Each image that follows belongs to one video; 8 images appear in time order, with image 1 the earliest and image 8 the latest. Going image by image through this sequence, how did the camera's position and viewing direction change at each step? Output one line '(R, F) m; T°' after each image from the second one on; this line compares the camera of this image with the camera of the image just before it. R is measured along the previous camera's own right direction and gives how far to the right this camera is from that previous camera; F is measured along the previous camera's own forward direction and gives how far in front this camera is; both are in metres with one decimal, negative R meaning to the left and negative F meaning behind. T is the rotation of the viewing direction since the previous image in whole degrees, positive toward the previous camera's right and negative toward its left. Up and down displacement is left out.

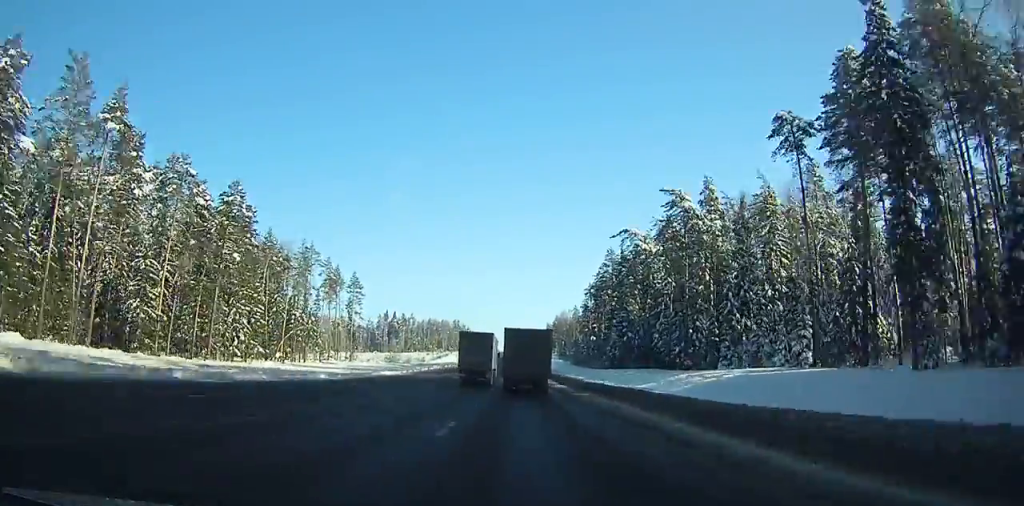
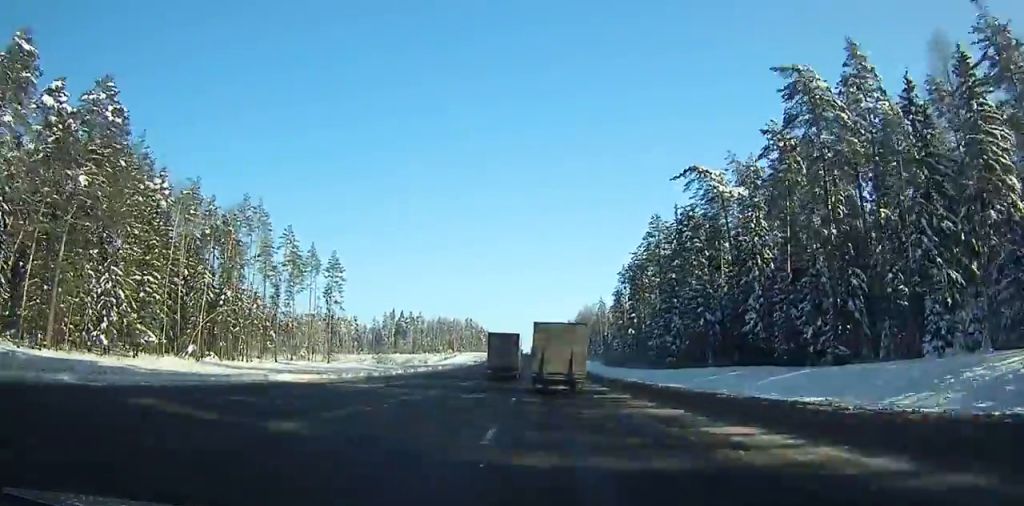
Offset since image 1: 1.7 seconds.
(-0.2, +37.2) m; 0°
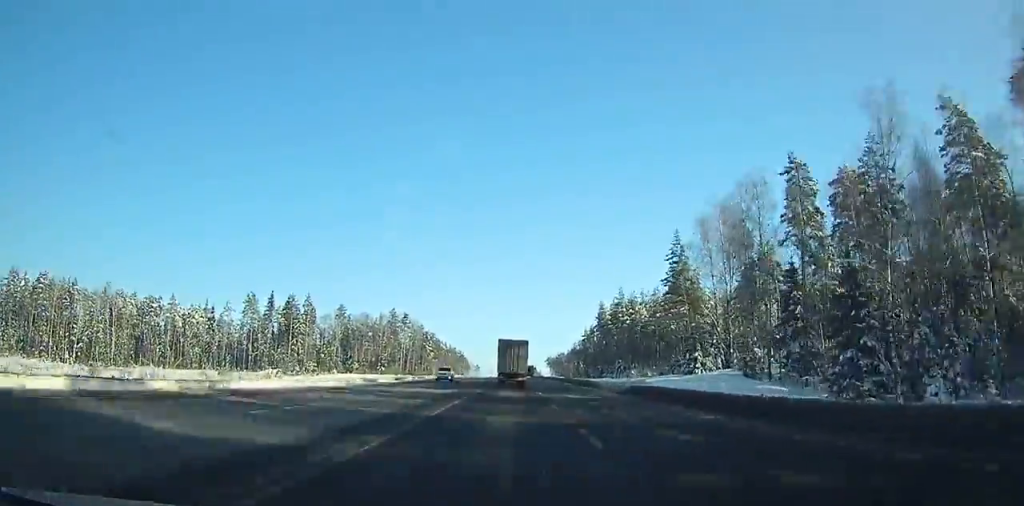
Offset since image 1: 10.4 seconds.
(+2.9, +203.9) m; +1°
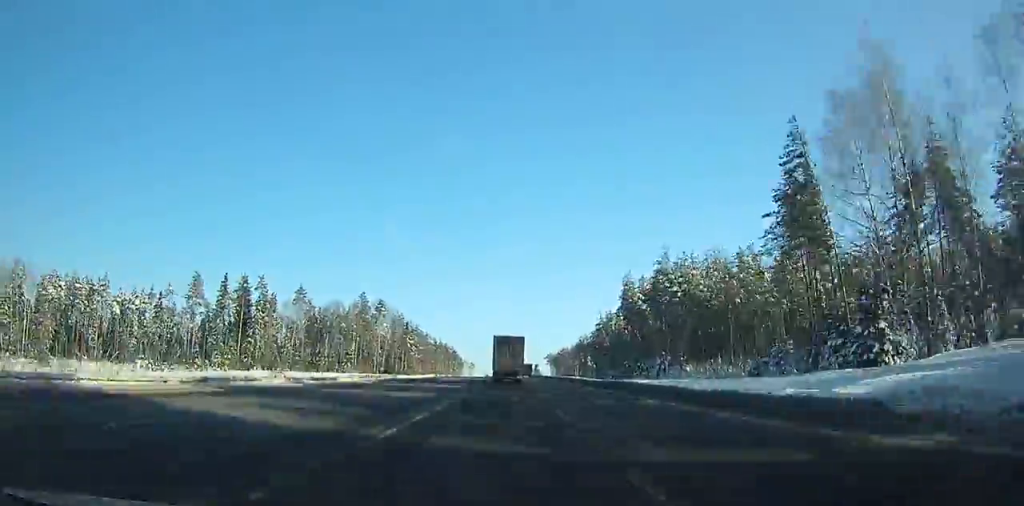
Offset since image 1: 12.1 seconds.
(-0.1, +39.5) m; 0°
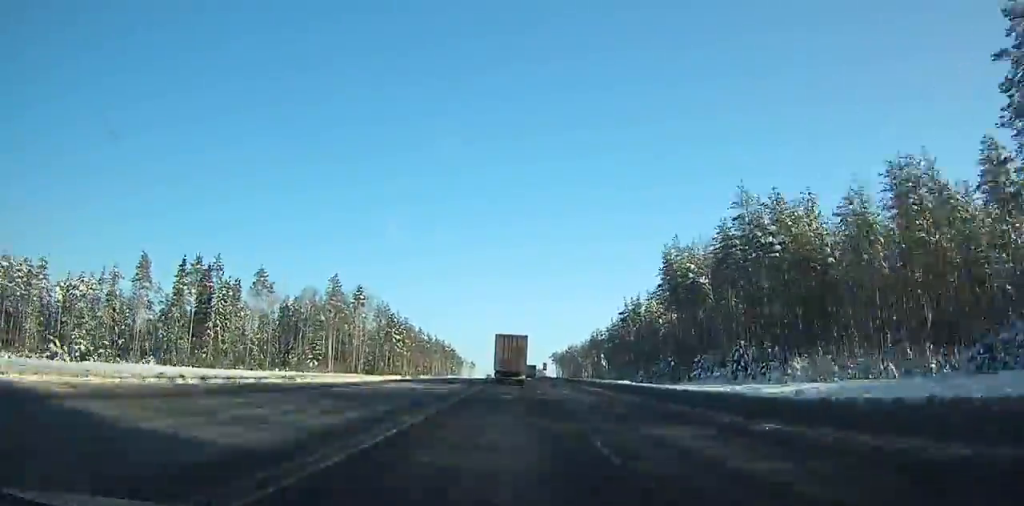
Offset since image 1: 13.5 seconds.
(0.0, +32.2) m; 0°
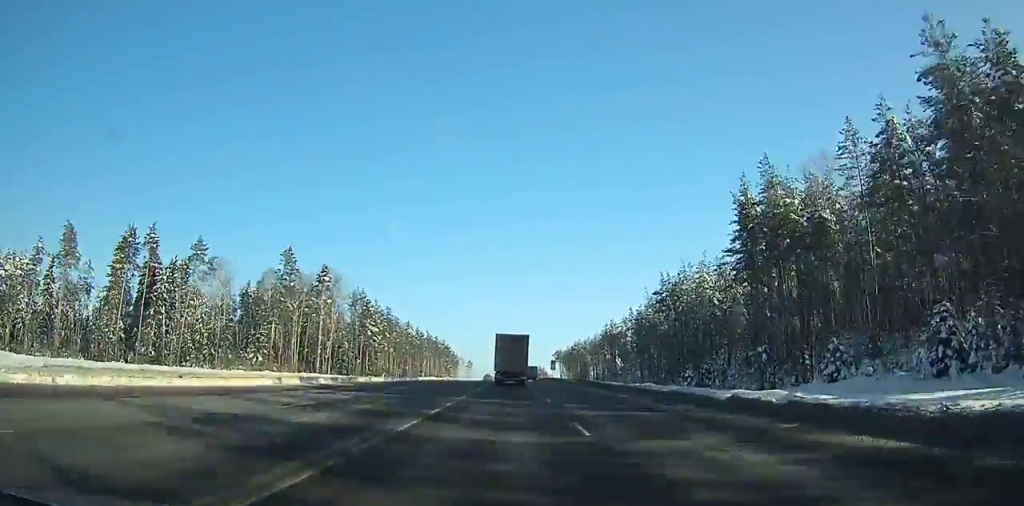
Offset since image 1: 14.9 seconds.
(0.0, +31.1) m; 0°
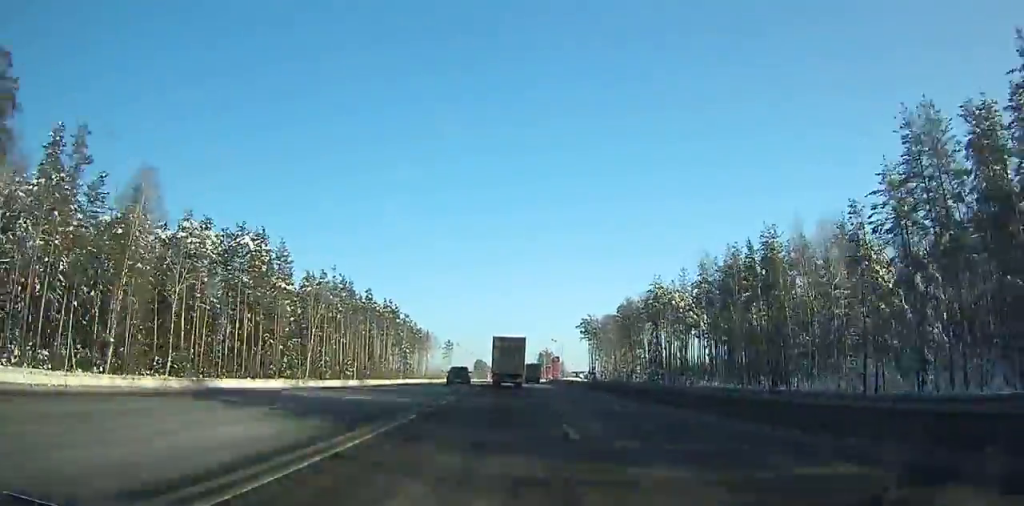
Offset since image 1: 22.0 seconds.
(-0.4, +153.6) m; 0°
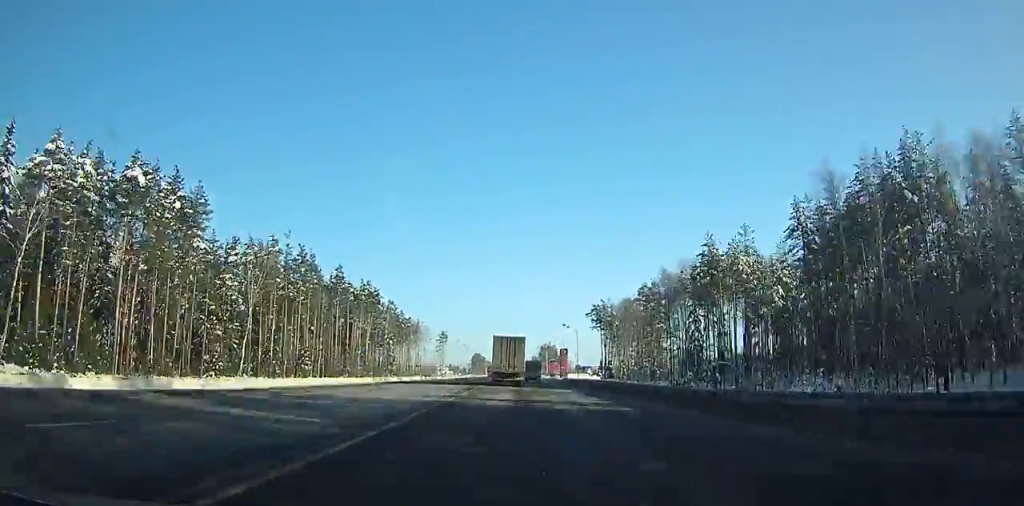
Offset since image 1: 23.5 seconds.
(0.0, +32.4) m; 0°
